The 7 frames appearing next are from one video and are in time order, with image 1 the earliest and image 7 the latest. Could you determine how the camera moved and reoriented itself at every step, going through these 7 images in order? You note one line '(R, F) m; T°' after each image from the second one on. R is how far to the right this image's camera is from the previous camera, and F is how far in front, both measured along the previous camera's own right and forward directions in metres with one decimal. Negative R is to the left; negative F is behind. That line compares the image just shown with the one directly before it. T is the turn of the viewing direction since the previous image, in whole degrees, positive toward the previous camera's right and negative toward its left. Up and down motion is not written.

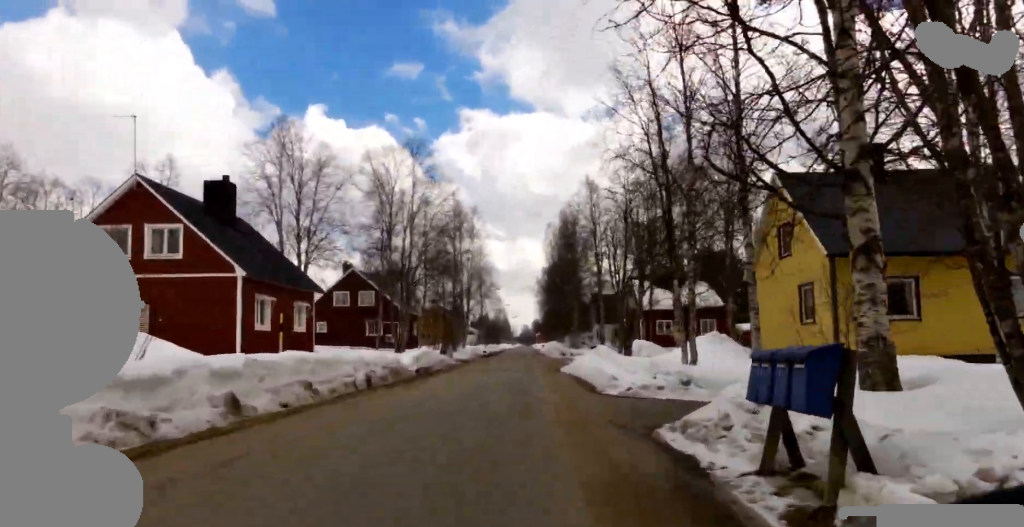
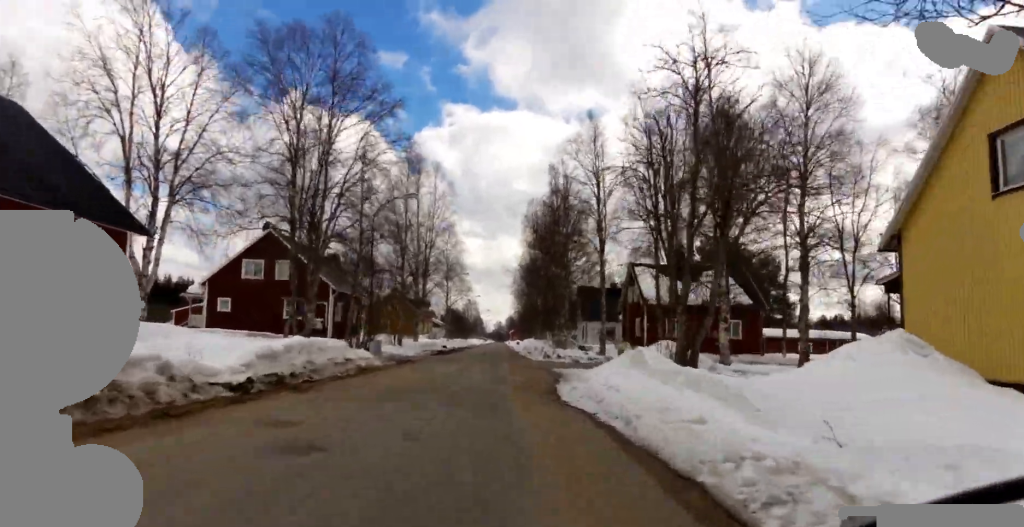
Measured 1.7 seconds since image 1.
(-3.6, +13.1) m; +2°
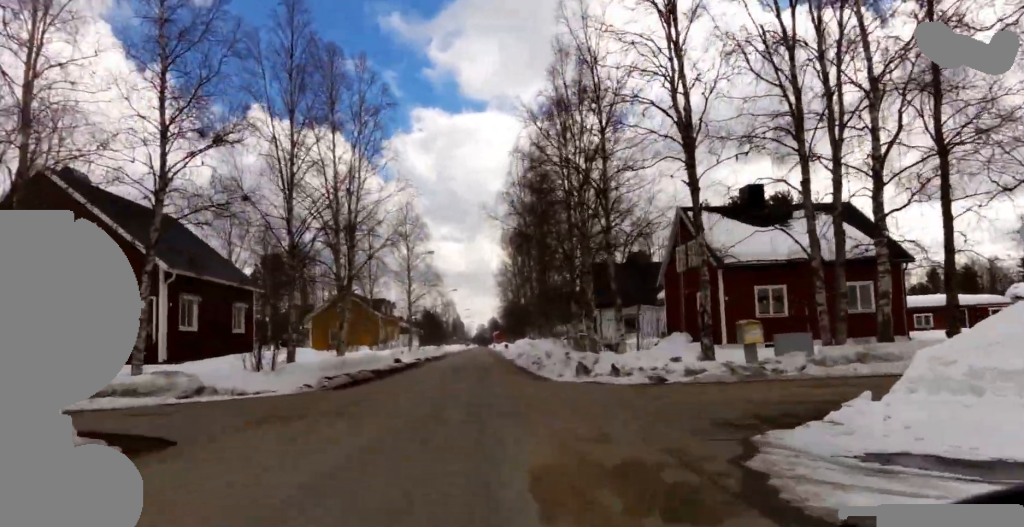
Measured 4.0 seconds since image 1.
(+8.6, +19.1) m; +14°
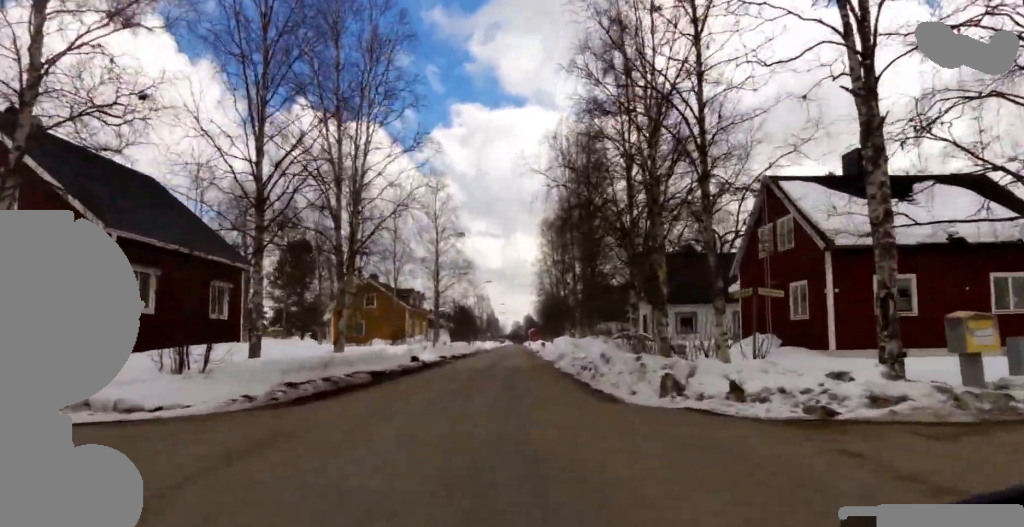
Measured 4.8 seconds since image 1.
(-0.8, +6.2) m; -9°
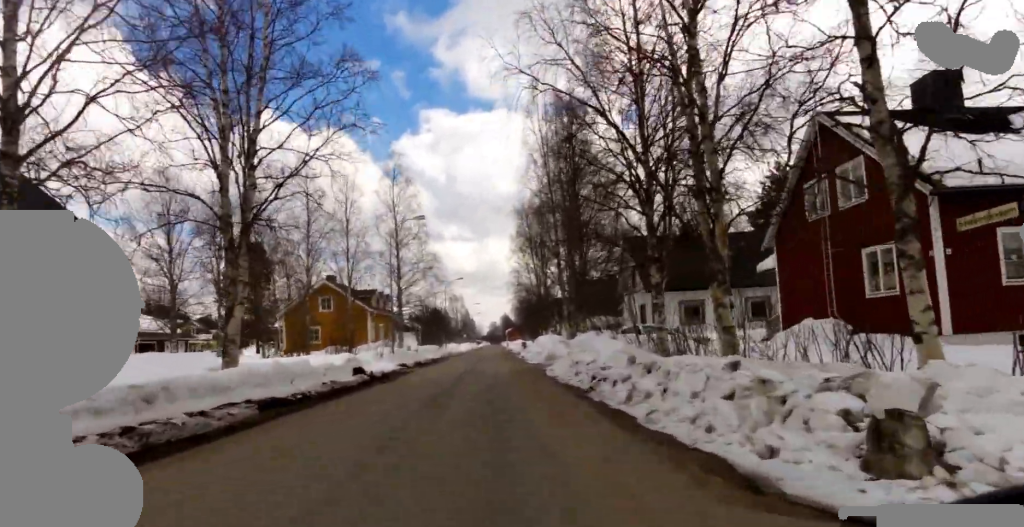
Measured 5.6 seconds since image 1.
(-0.2, +6.9) m; -1°
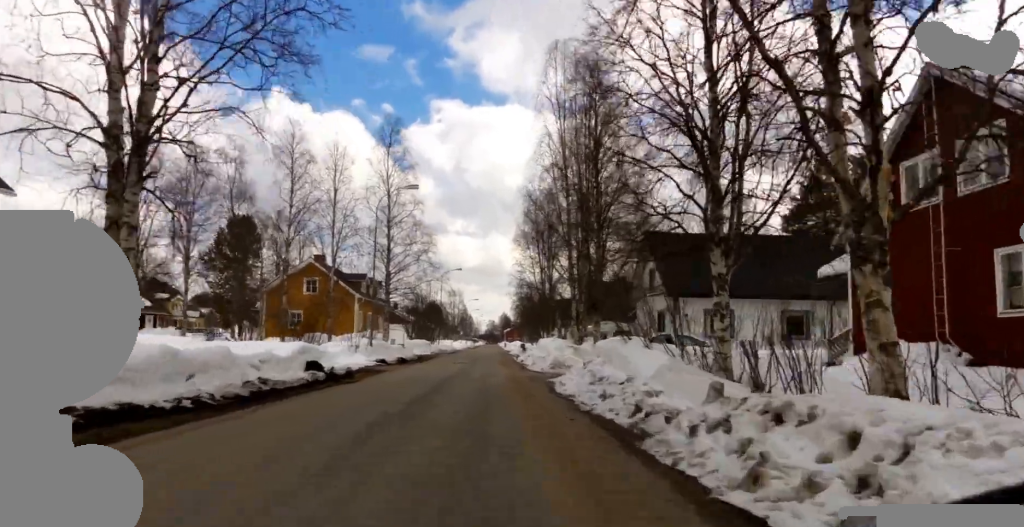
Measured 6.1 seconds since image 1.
(0.0, +4.5) m; +3°
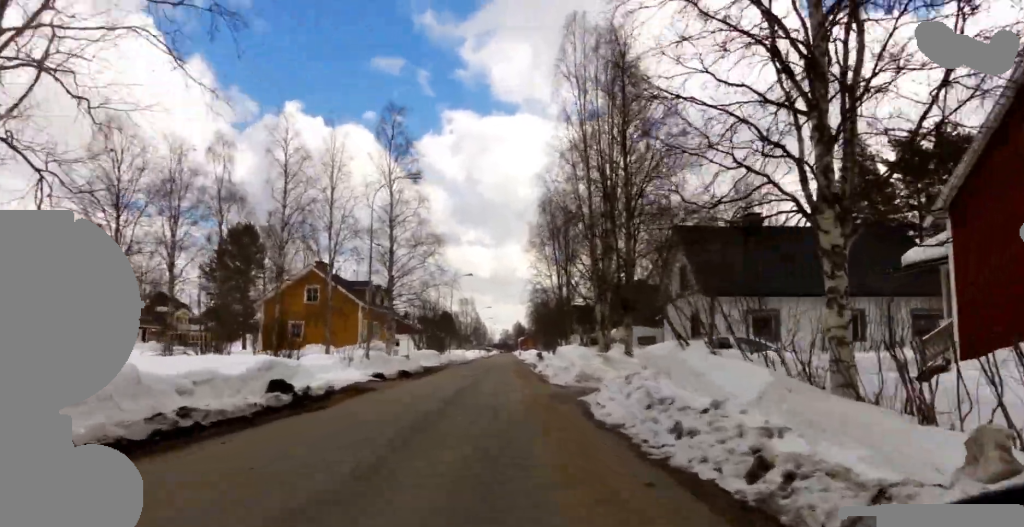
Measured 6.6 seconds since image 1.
(-0.1, +3.6) m; +4°
